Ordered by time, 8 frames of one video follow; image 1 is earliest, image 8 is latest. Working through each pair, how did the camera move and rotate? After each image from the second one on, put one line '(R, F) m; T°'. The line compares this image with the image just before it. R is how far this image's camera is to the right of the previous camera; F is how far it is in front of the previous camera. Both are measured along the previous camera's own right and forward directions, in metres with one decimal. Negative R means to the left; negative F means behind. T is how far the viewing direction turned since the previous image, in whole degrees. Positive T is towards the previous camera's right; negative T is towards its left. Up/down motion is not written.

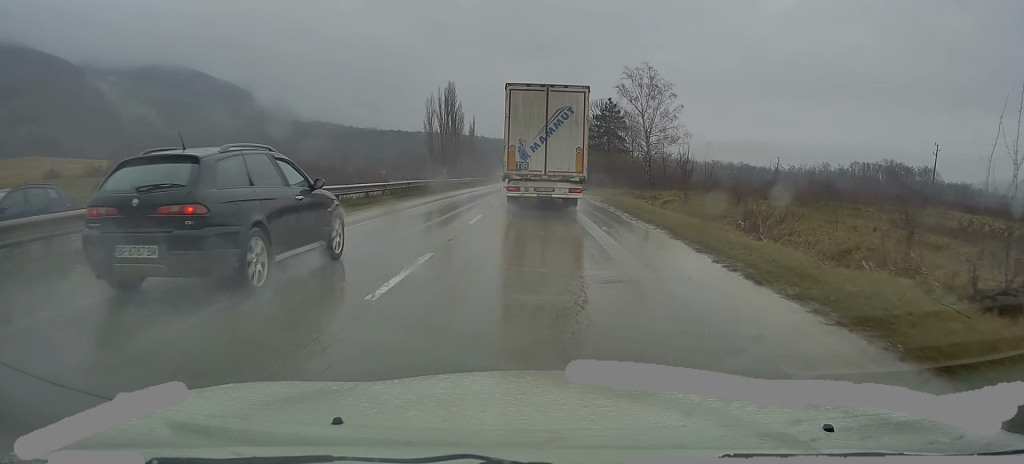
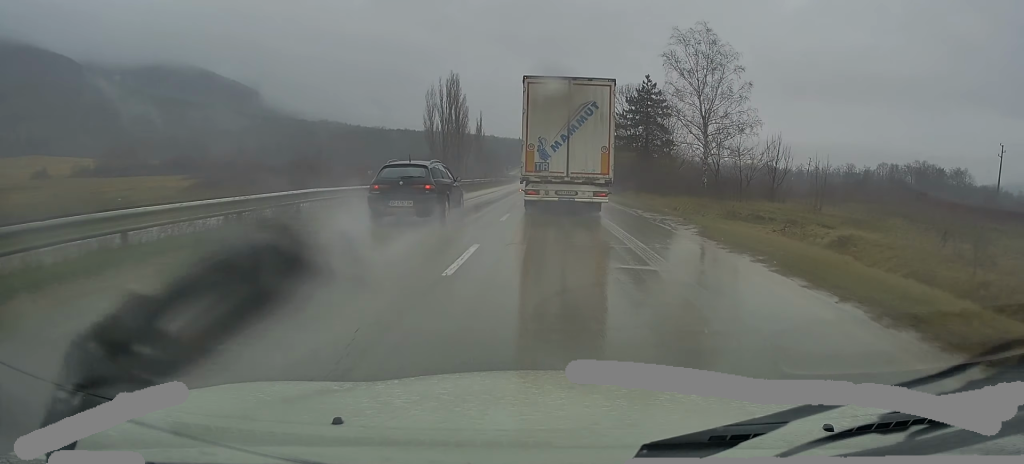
(0.0, +16.1) m; -1°
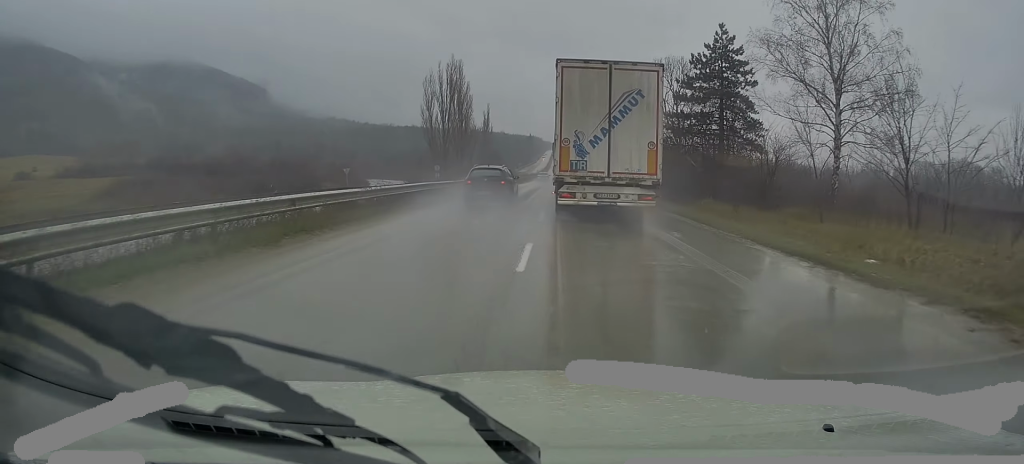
(-0.2, +17.7) m; 0°
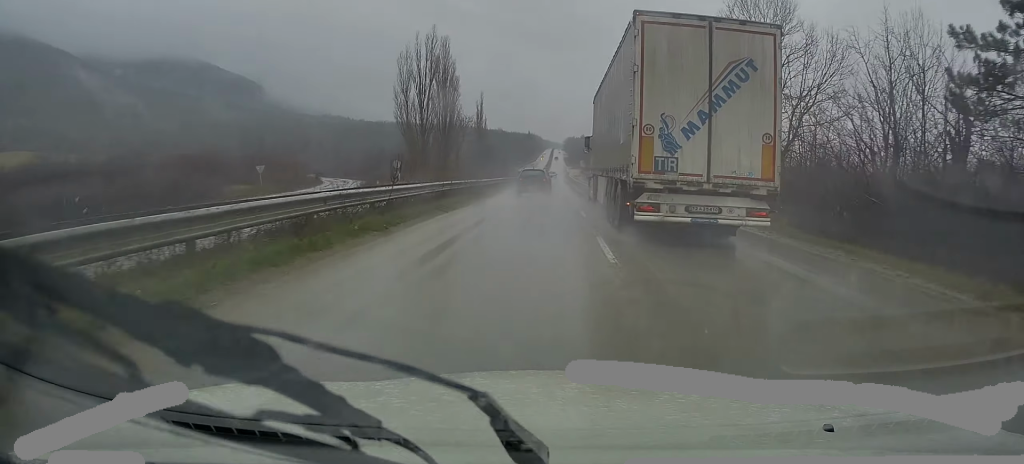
(+0.1, +25.3) m; 0°
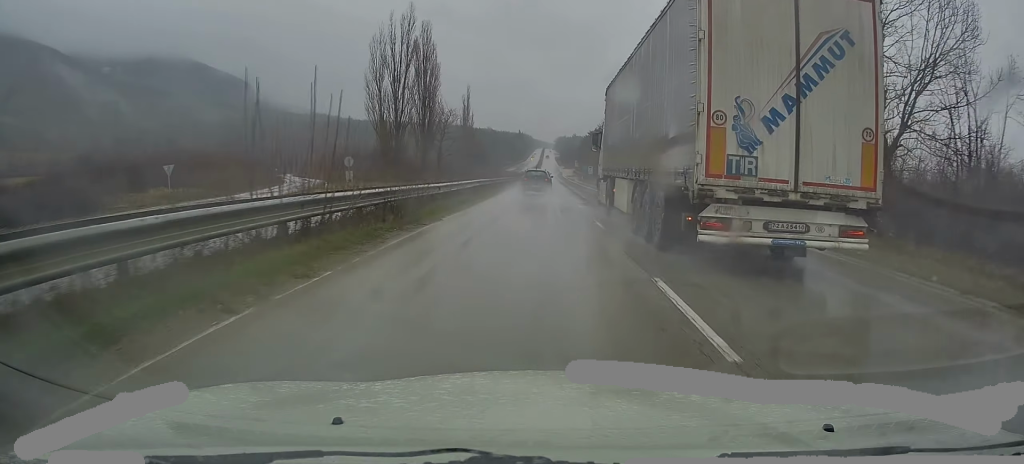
(-0.1, +13.0) m; 0°
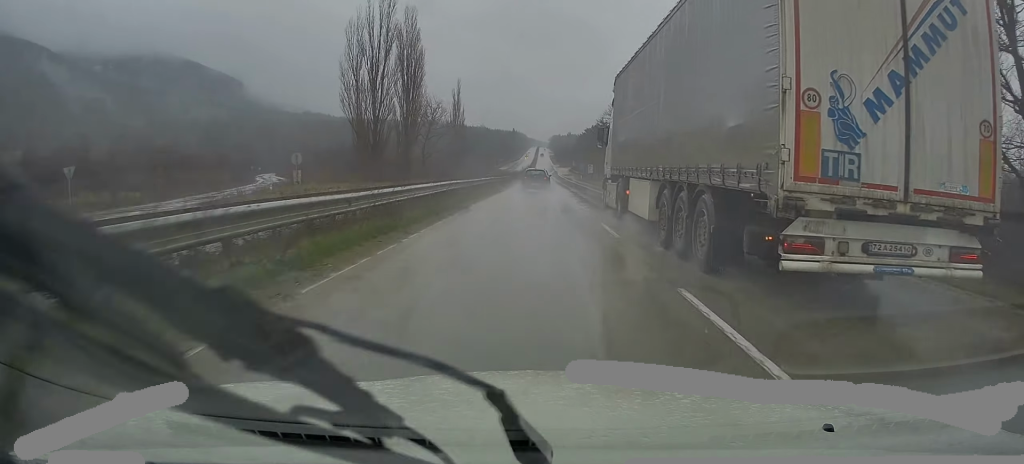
(0.0, +9.4) m; 0°
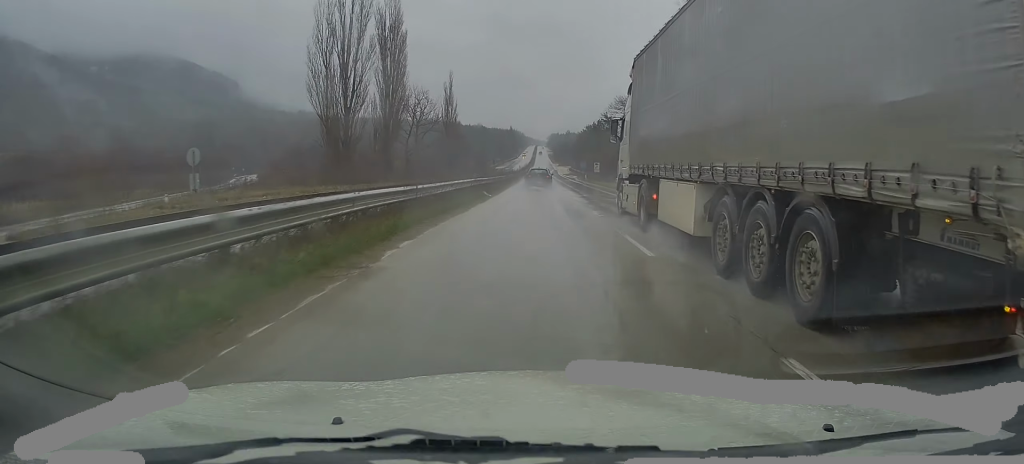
(+0.1, +11.6) m; +1°
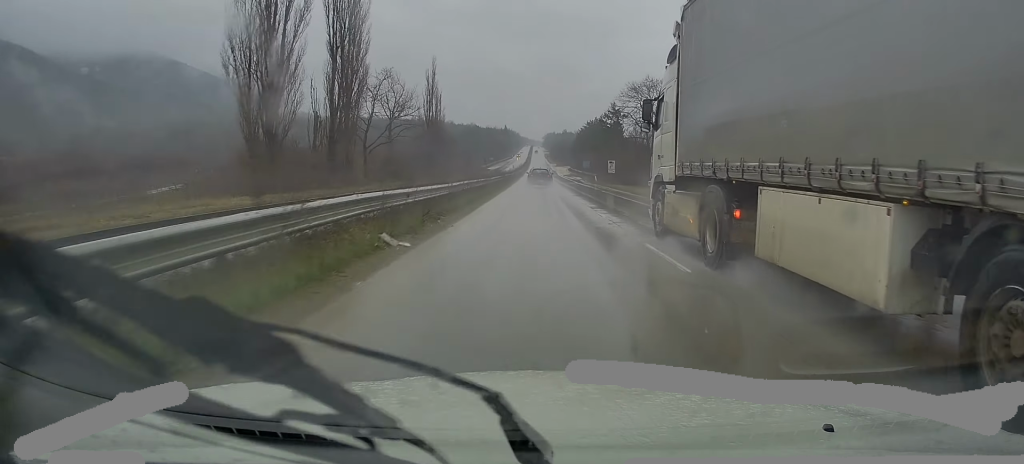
(+0.2, +19.3) m; 0°
